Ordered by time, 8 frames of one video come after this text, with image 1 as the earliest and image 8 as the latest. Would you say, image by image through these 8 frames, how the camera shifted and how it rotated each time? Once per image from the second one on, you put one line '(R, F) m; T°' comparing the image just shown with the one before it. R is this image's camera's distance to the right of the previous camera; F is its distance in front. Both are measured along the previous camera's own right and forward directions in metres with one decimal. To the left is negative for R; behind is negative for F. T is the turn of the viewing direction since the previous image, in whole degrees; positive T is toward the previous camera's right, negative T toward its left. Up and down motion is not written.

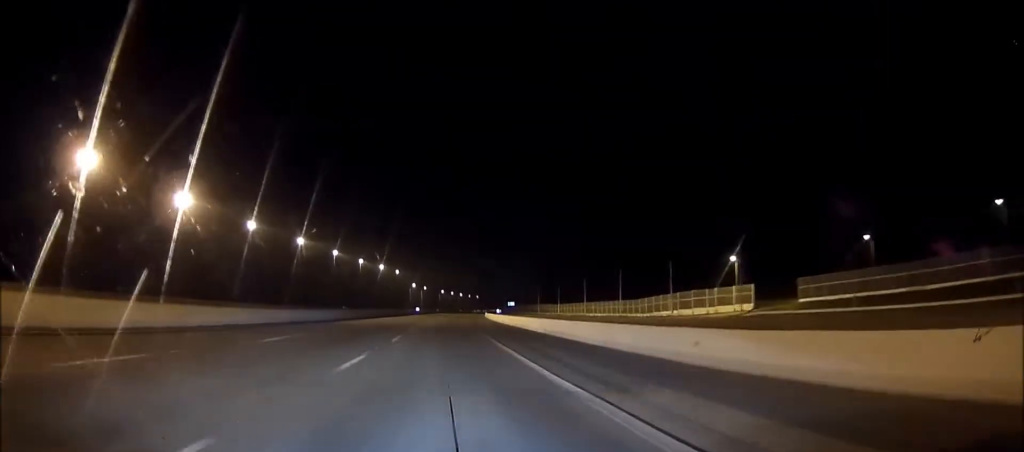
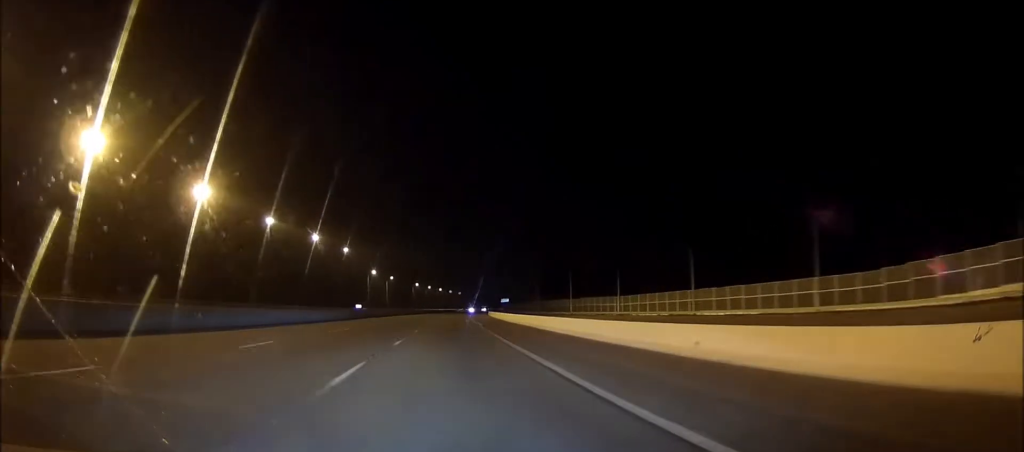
(+1.7, +96.6) m; +2°
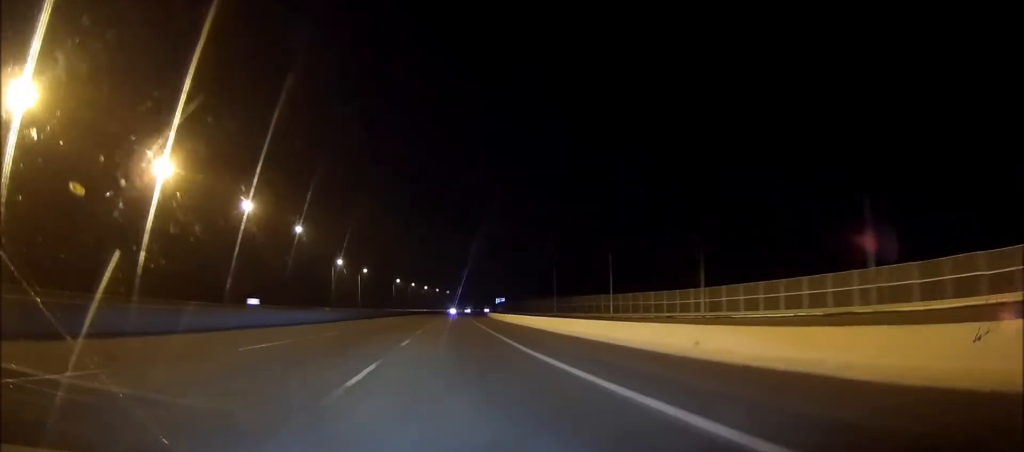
(+0.6, +45.3) m; +2°
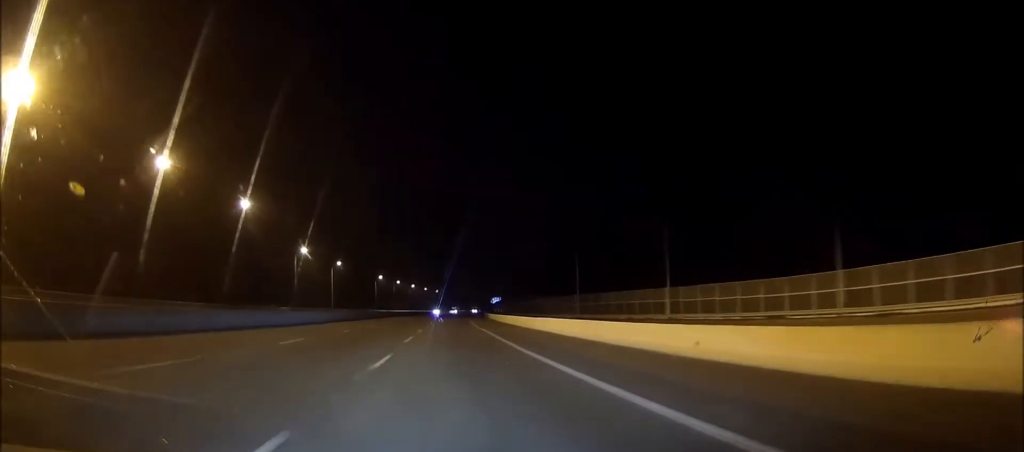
(+0.2, +30.7) m; +1°
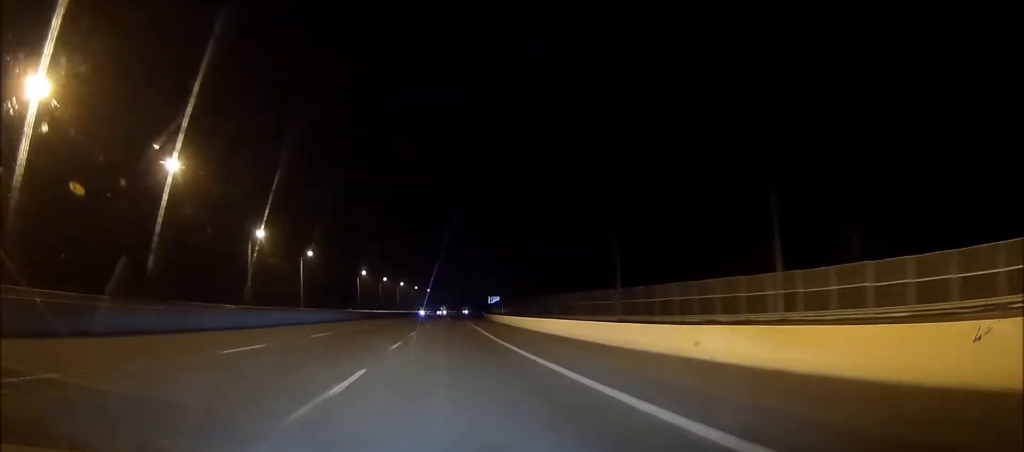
(+0.5, +27.3) m; +1°
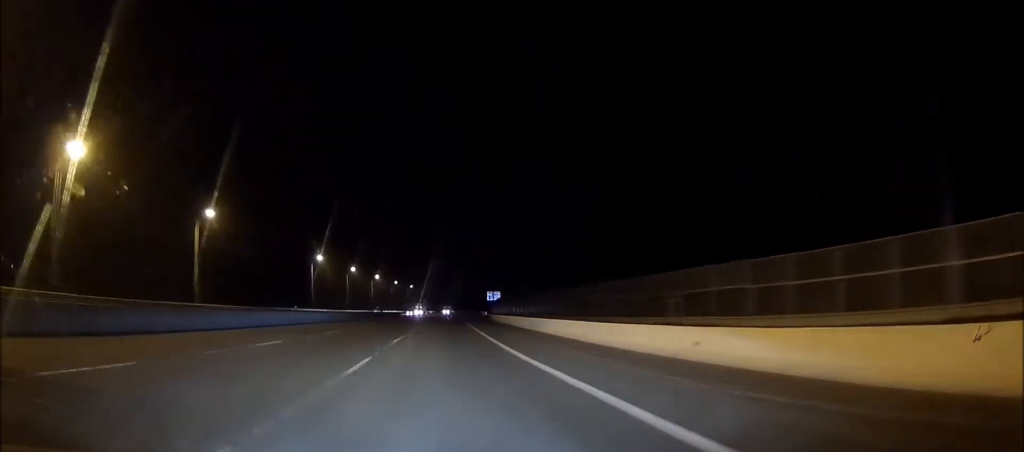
(+0.2, +54.3) m; 0°
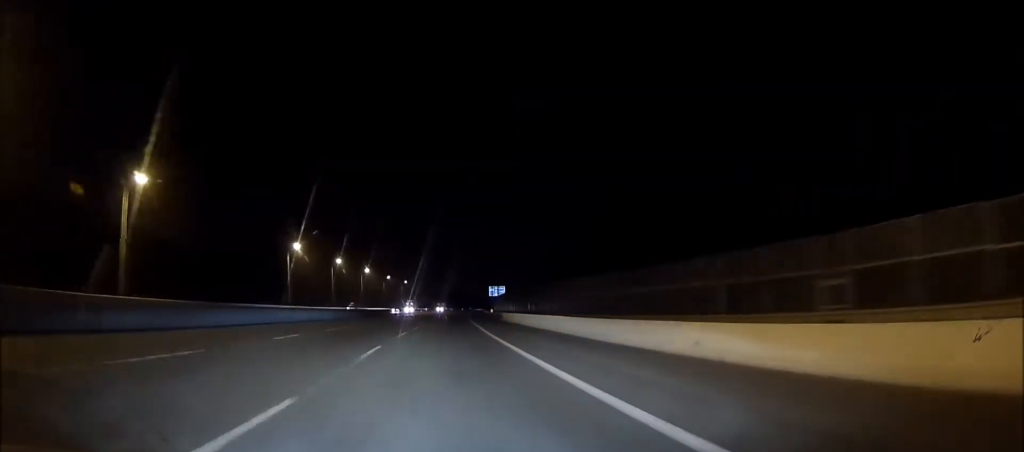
(0.0, +20.1) m; 0°
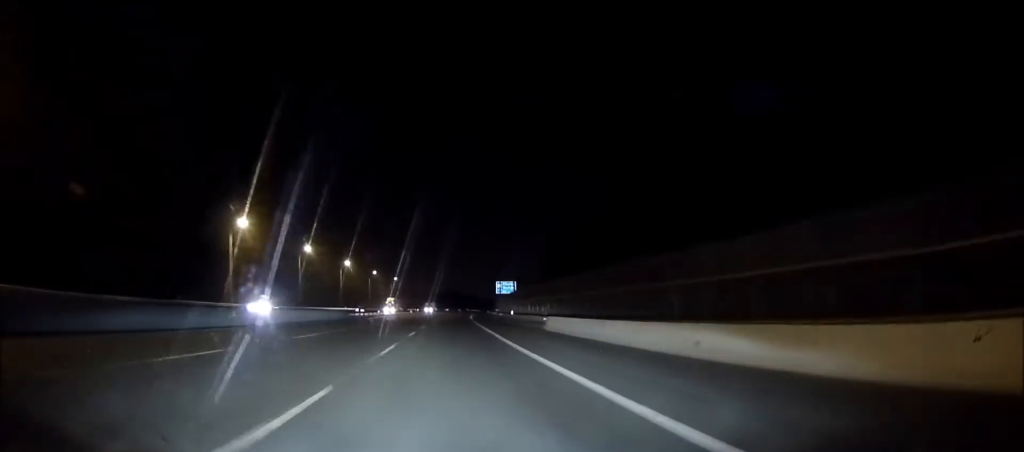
(0.0, +34.0) m; 0°
